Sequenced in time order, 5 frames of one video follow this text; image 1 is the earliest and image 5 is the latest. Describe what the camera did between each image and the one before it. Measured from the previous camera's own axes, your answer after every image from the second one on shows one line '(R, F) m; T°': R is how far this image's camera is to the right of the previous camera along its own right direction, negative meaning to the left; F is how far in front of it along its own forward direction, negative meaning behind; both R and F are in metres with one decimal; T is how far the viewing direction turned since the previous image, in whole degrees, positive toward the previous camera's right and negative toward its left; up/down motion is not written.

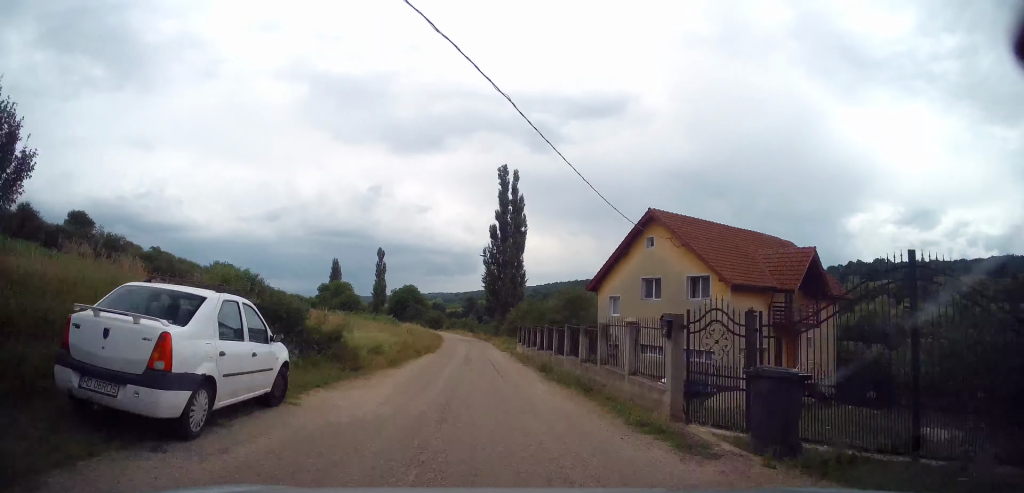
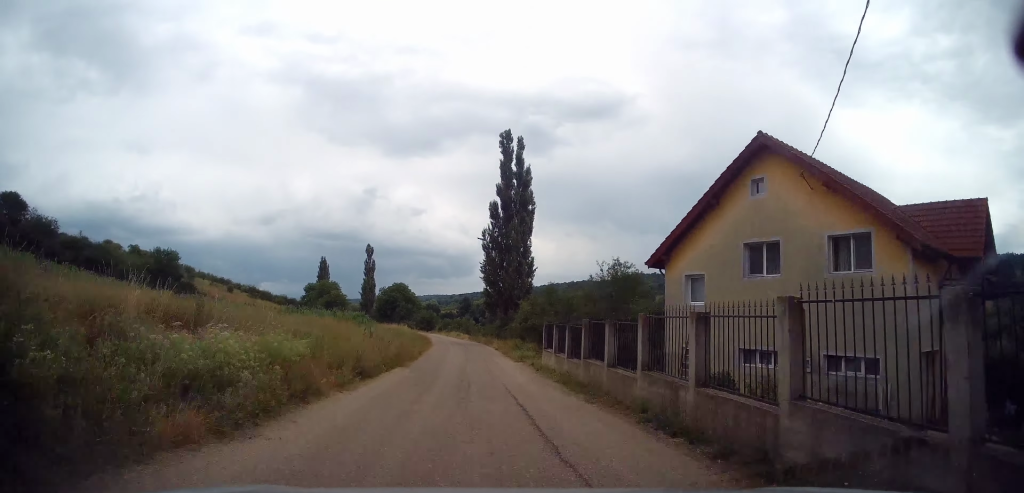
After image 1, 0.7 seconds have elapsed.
(+0.4, +11.9) m; +1°
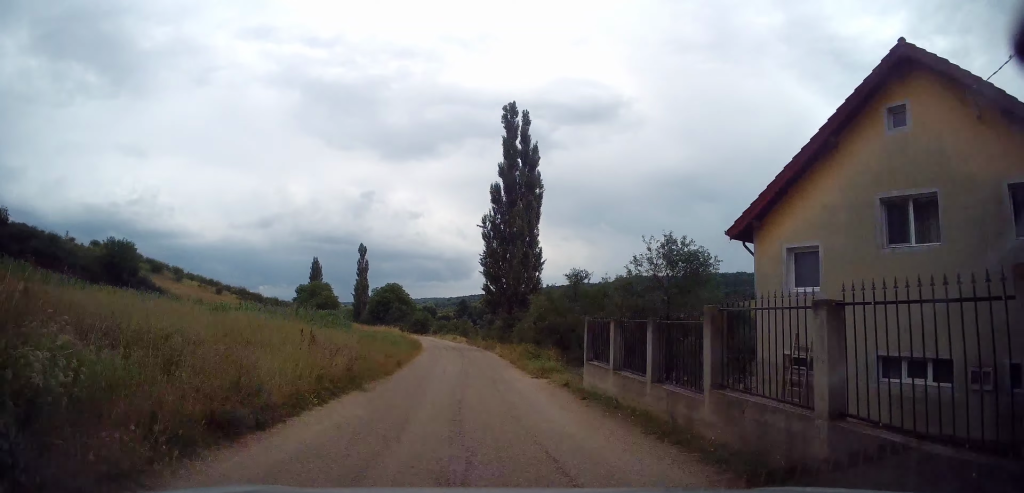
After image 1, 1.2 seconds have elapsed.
(-0.1, +7.0) m; 0°
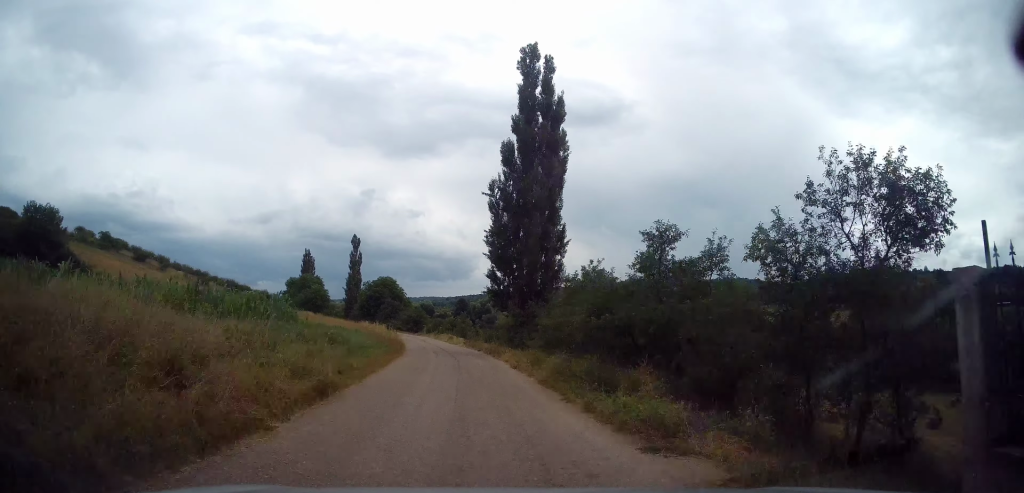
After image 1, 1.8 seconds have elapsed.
(-0.1, +9.7) m; -1°
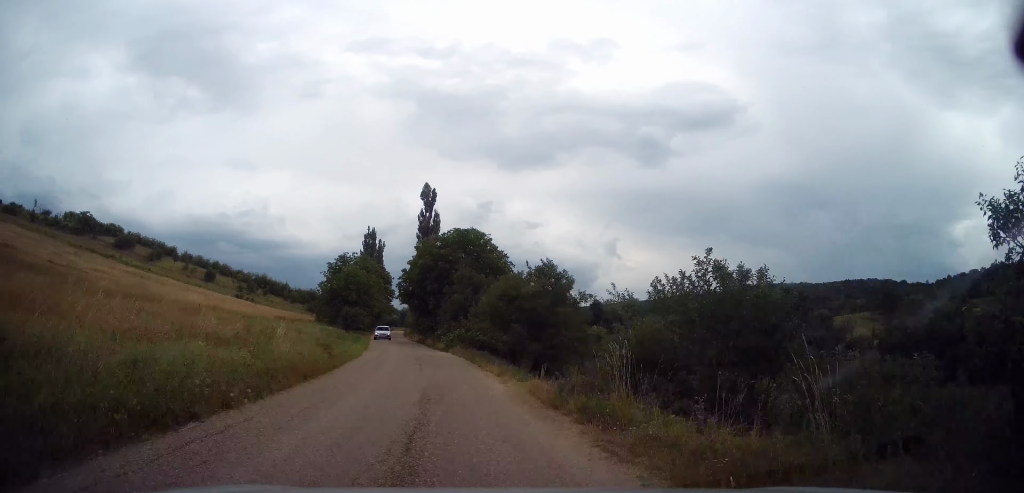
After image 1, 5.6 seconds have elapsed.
(-3.4, +51.0) m; -10°
